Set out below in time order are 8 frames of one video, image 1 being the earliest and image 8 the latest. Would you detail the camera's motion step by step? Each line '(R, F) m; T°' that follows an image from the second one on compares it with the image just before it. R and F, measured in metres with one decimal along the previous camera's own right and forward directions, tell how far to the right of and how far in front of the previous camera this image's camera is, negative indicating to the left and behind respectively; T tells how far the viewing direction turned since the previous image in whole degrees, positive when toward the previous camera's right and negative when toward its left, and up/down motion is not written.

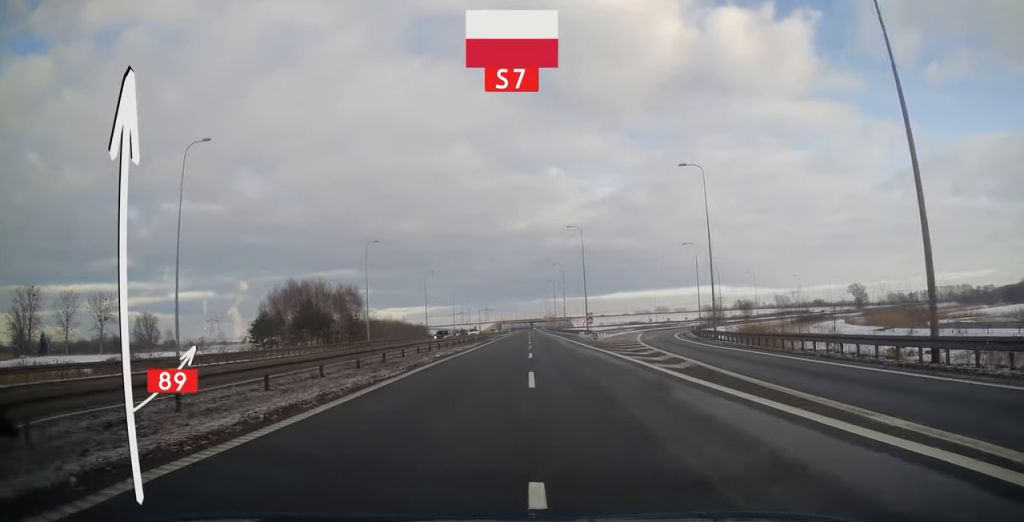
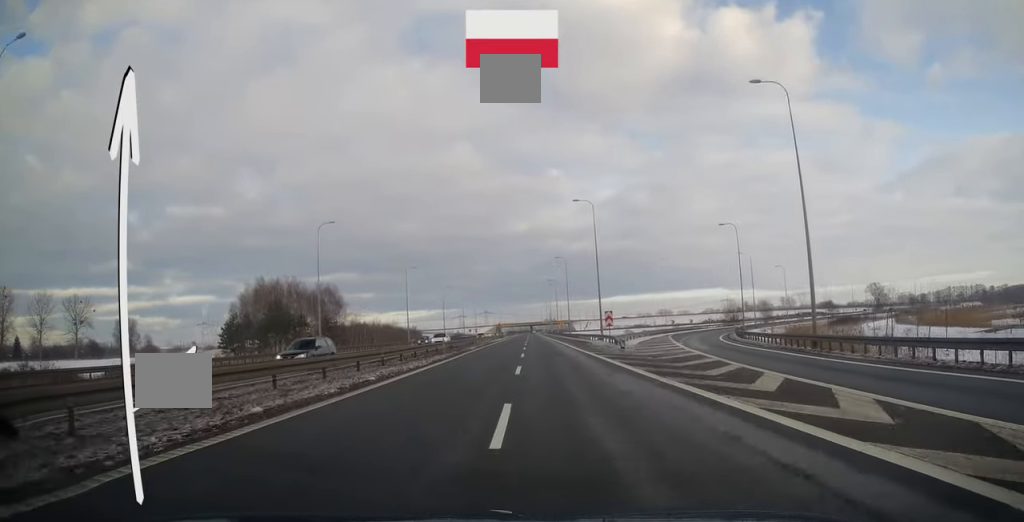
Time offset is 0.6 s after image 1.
(0.0, +18.6) m; 0°
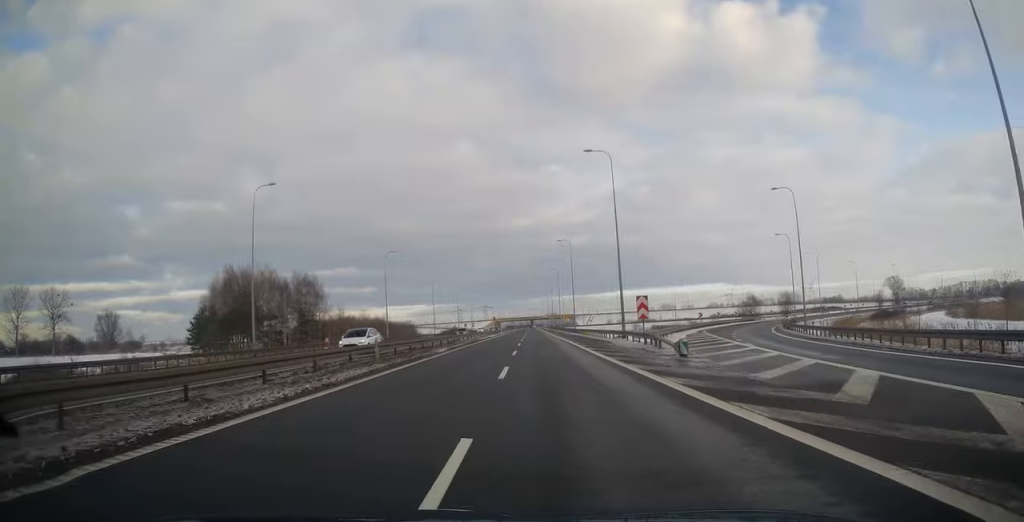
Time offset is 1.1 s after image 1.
(0.0, +15.9) m; 0°
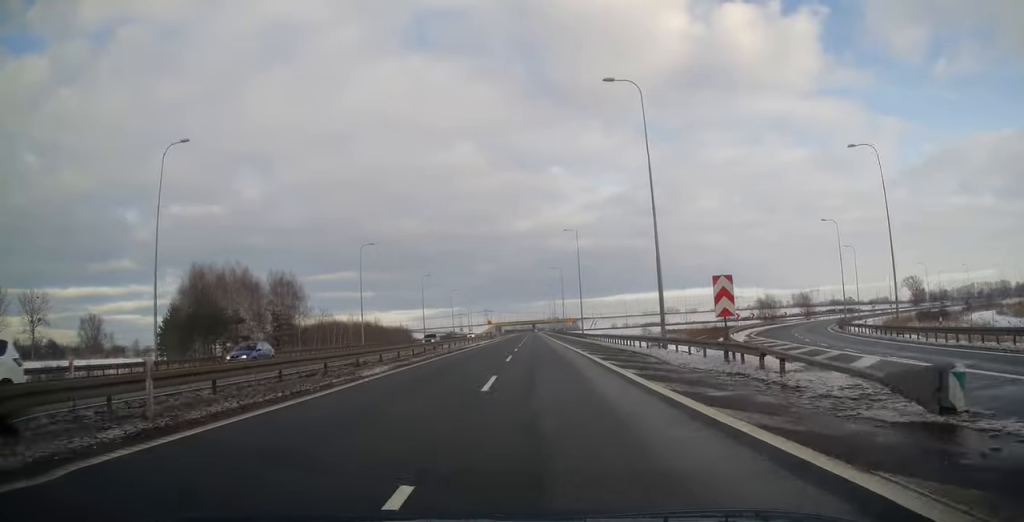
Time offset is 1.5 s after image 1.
(0.0, +14.3) m; 0°
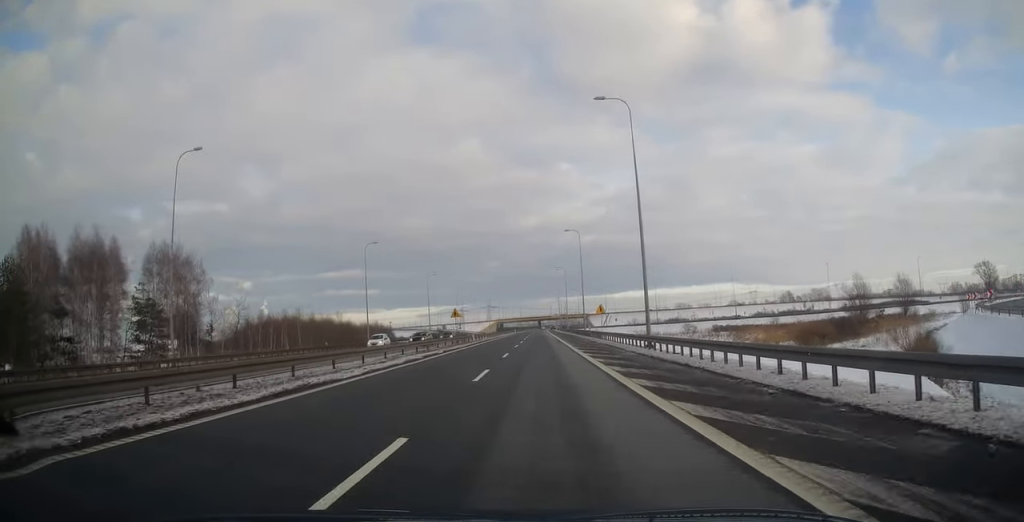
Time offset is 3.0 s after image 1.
(0.0, +46.1) m; -1°
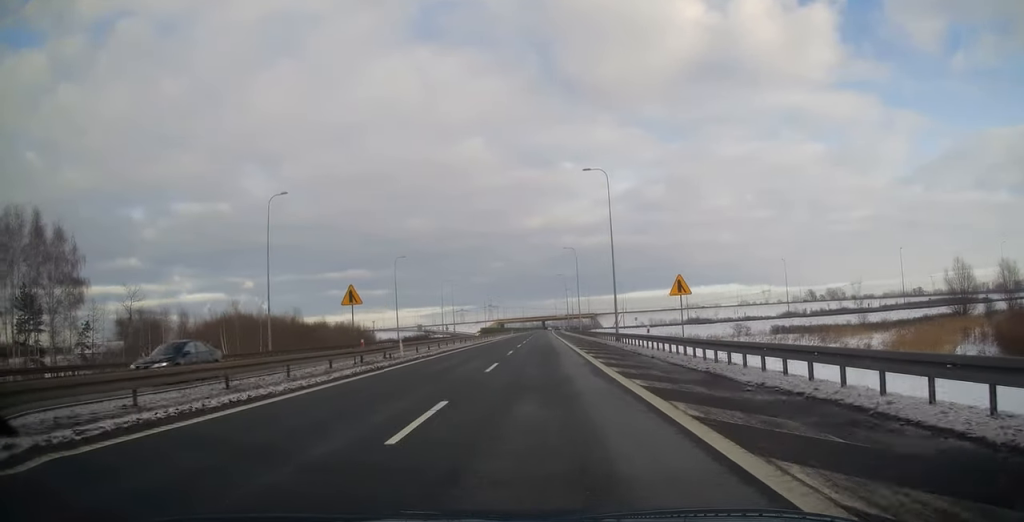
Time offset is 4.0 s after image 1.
(-0.5, +32.3) m; -1°
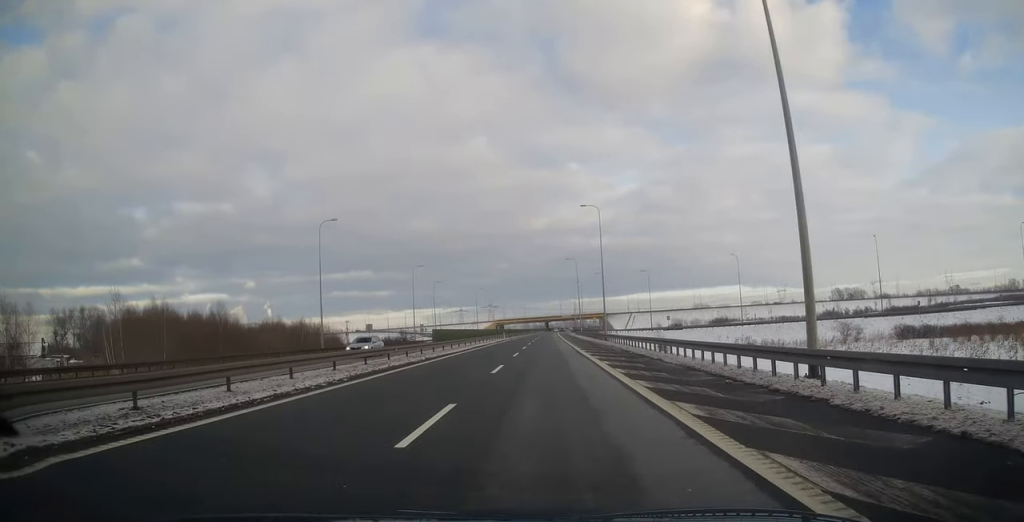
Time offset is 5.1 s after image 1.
(+0.1, +36.1) m; 0°
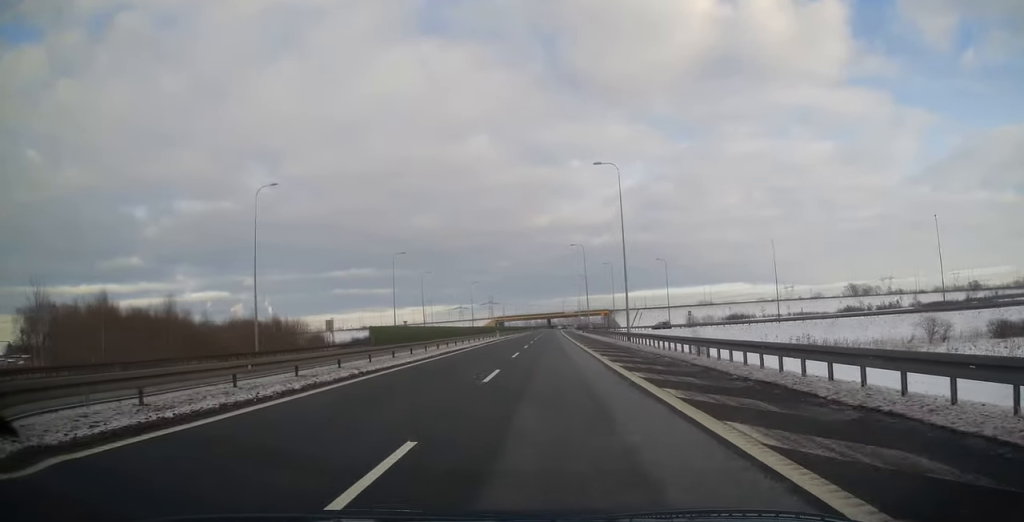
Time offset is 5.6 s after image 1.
(0.0, +15.9) m; 0°
